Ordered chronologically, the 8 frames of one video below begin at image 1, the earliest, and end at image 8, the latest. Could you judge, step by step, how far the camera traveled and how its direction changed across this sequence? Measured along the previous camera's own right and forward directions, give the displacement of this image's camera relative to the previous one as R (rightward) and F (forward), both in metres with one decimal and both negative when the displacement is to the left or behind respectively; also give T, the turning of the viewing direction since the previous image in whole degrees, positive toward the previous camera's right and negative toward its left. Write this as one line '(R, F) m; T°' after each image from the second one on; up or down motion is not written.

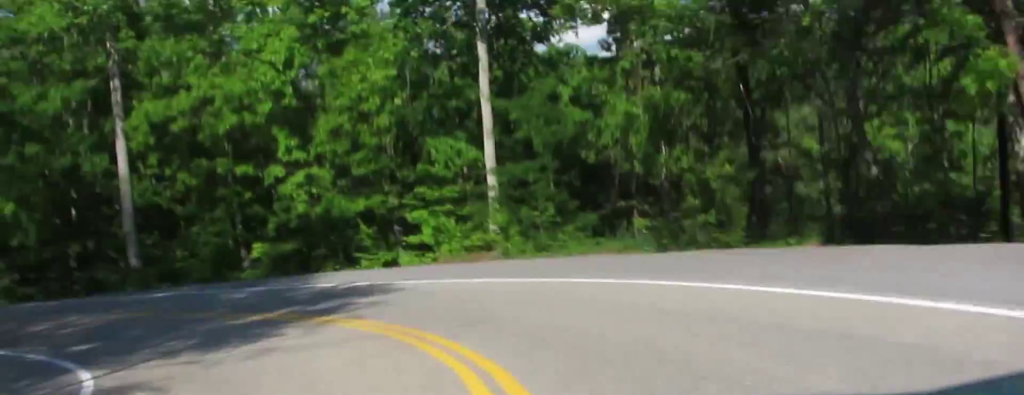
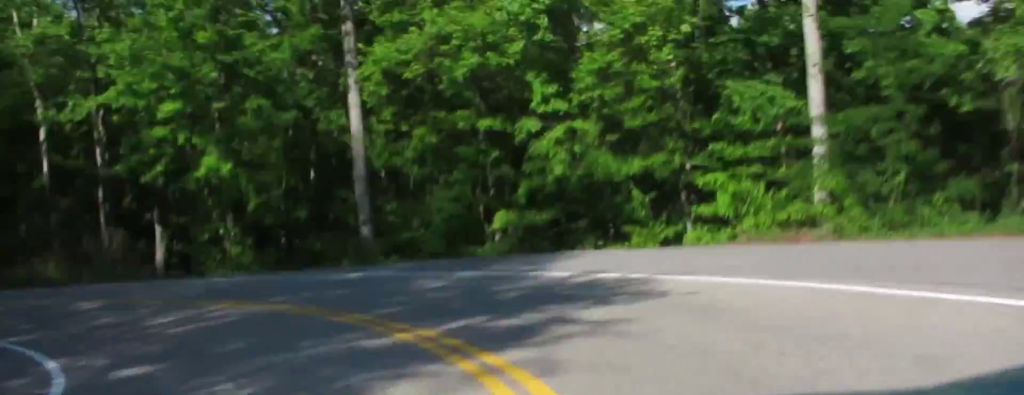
(-1.8, +12.7) m; -1°
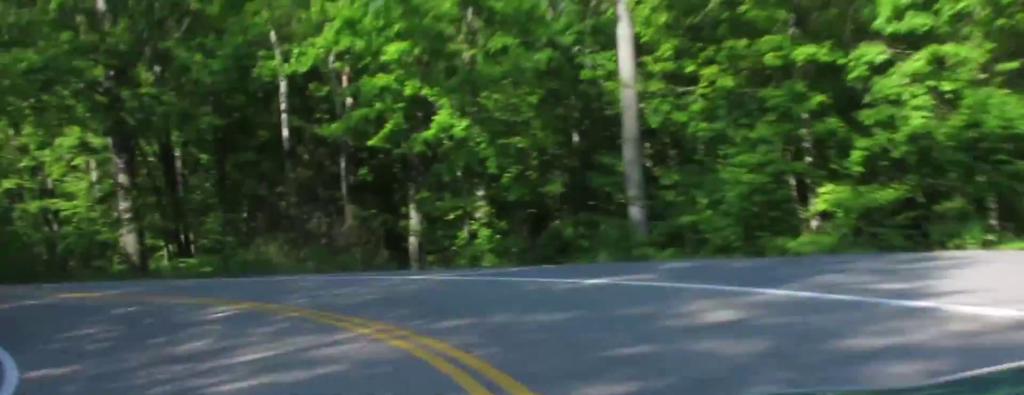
(-1.7, +10.4) m; +1°
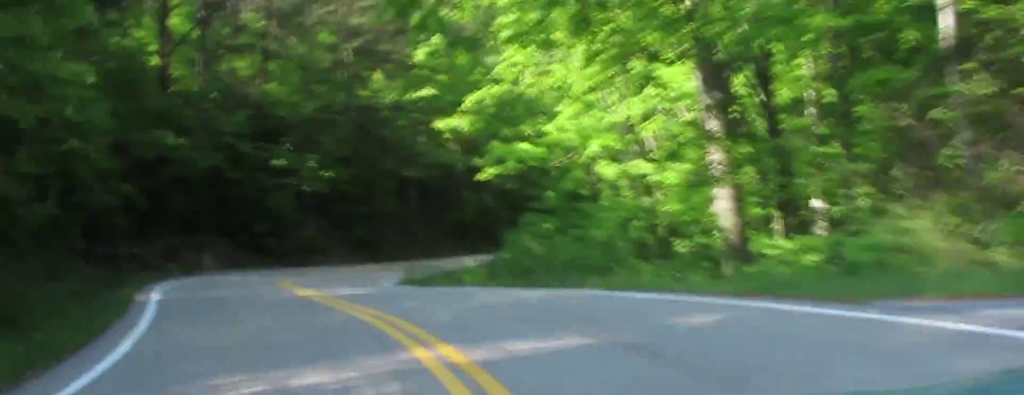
(+3.7, +18.2) m; +13°
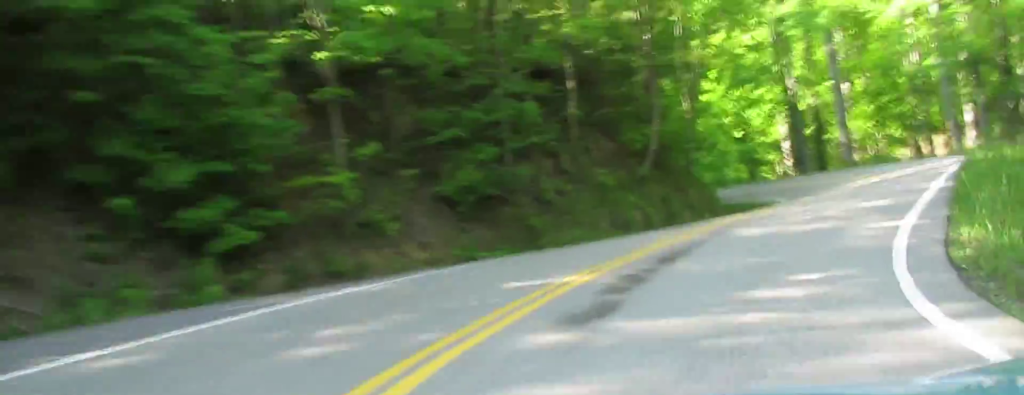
(+1.5, +38.0) m; -9°
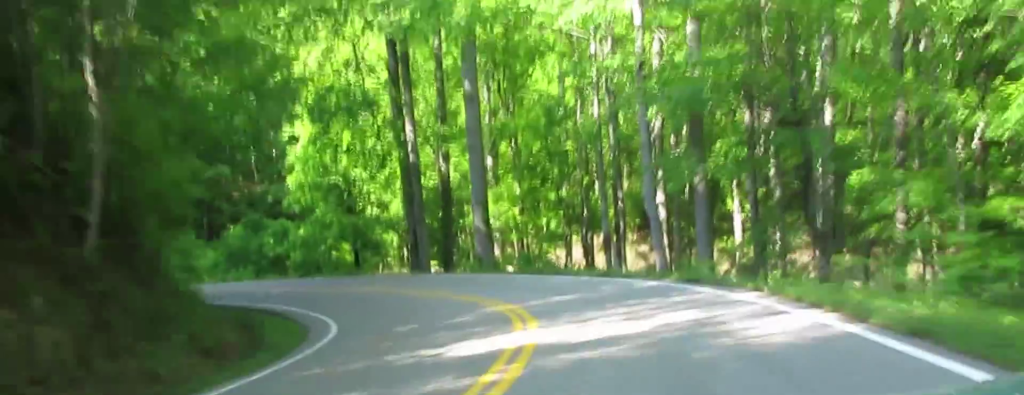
(-4.9, +19.5) m; -22°
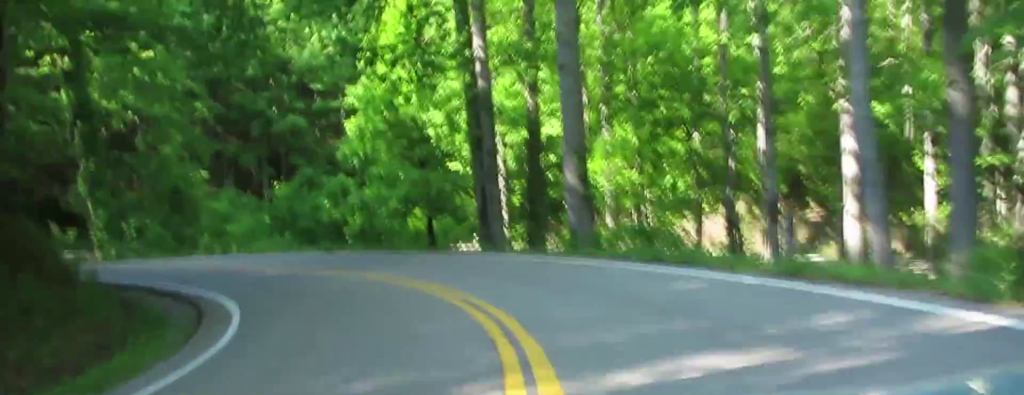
(-1.0, +12.8) m; -5°
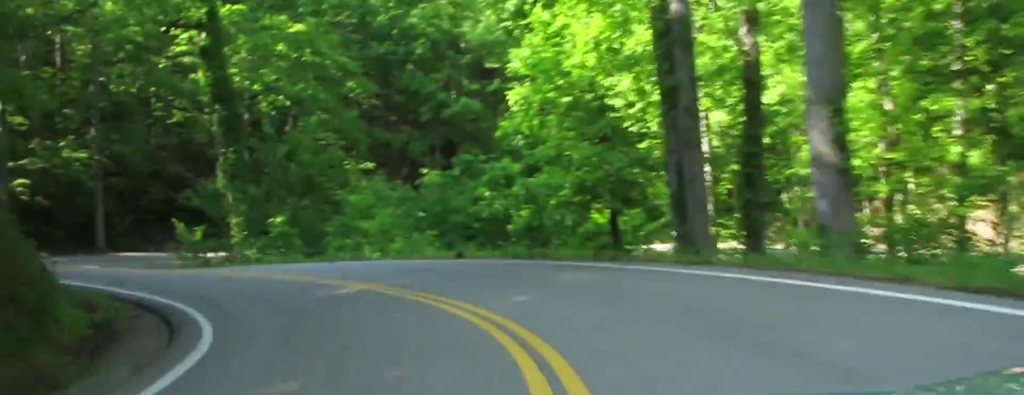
(-0.5, +10.9) m; +1°
